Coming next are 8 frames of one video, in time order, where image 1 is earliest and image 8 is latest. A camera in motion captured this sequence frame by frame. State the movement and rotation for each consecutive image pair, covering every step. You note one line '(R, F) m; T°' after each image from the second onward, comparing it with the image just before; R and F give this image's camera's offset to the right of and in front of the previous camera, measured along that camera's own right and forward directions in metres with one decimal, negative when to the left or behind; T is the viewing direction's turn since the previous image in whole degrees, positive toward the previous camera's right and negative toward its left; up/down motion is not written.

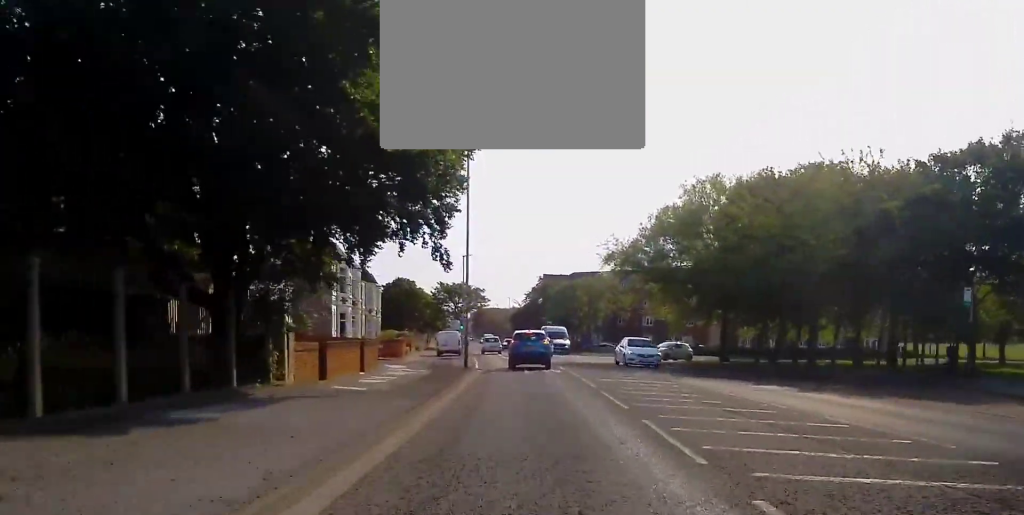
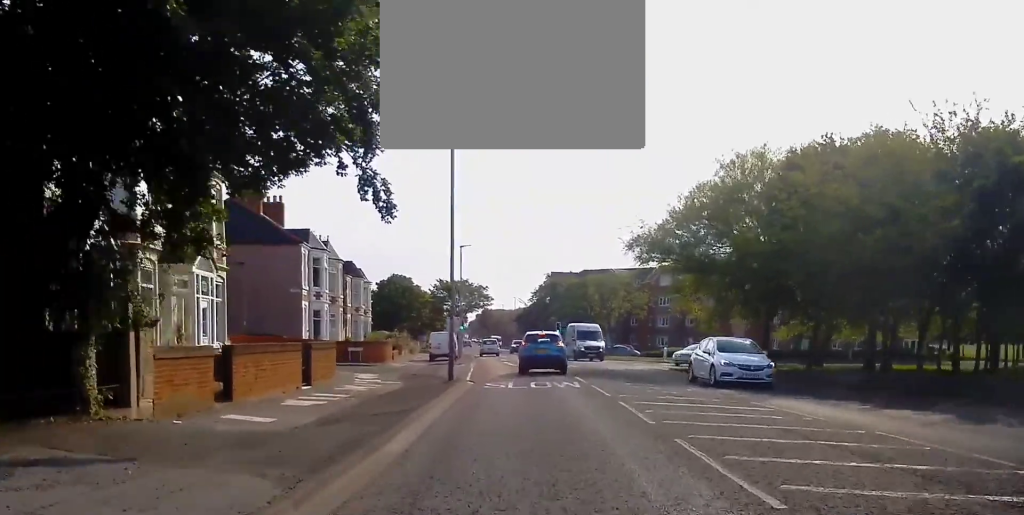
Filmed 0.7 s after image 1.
(-0.2, +8.1) m; -1°
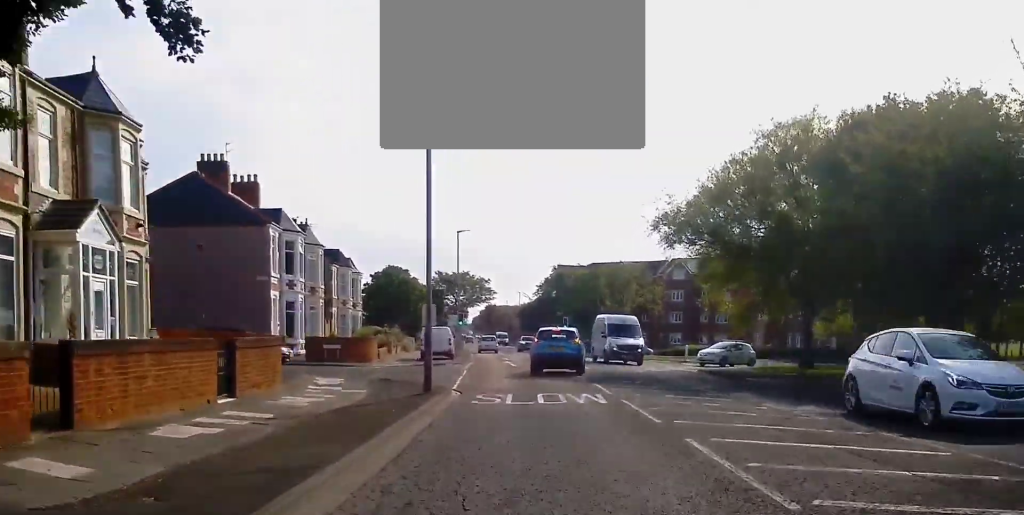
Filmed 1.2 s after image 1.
(0.0, +6.1) m; +1°
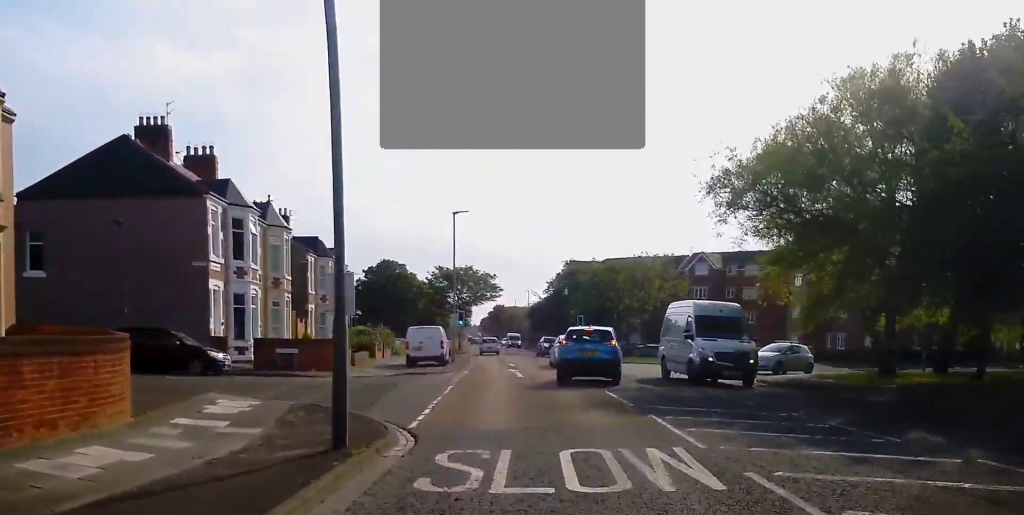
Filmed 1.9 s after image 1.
(+0.2, +8.4) m; 0°
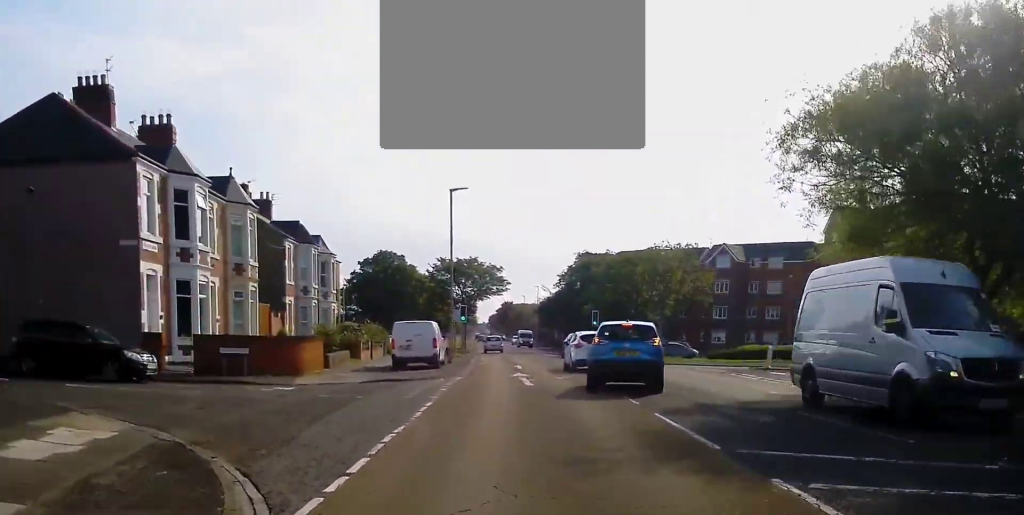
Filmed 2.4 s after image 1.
(+0.4, +6.0) m; -1°
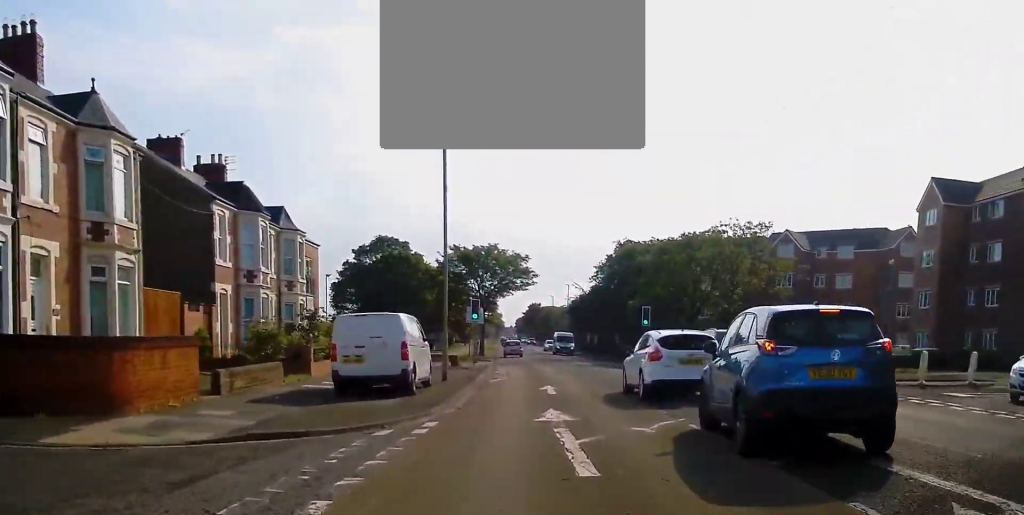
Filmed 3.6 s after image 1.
(-1.0, +13.2) m; -3°
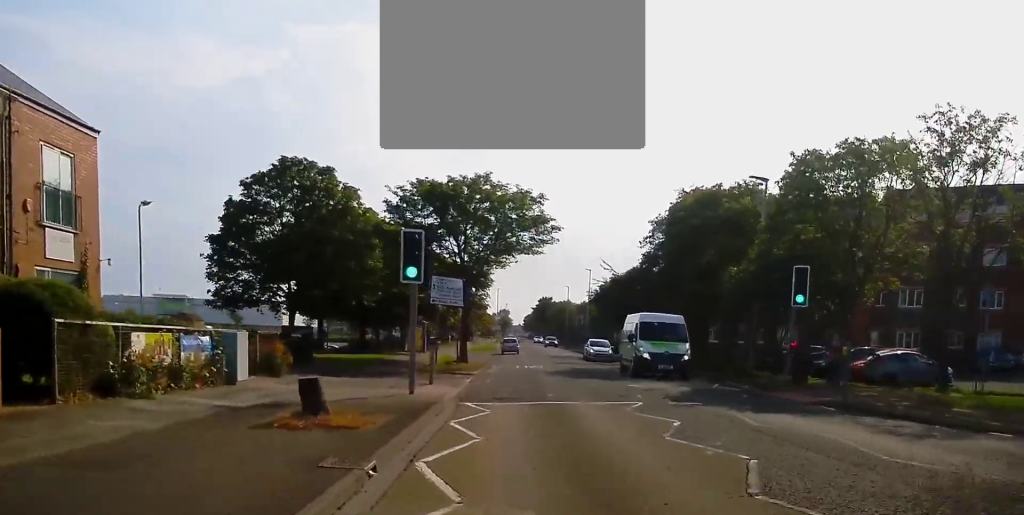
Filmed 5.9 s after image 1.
(+0.6, +25.5) m; -1°
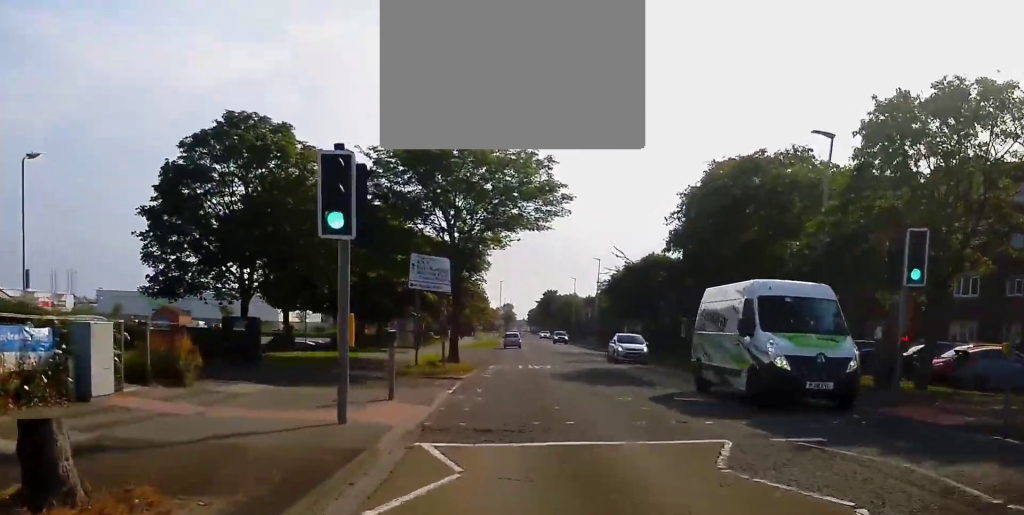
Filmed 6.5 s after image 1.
(-0.3, +6.7) m; 0°
